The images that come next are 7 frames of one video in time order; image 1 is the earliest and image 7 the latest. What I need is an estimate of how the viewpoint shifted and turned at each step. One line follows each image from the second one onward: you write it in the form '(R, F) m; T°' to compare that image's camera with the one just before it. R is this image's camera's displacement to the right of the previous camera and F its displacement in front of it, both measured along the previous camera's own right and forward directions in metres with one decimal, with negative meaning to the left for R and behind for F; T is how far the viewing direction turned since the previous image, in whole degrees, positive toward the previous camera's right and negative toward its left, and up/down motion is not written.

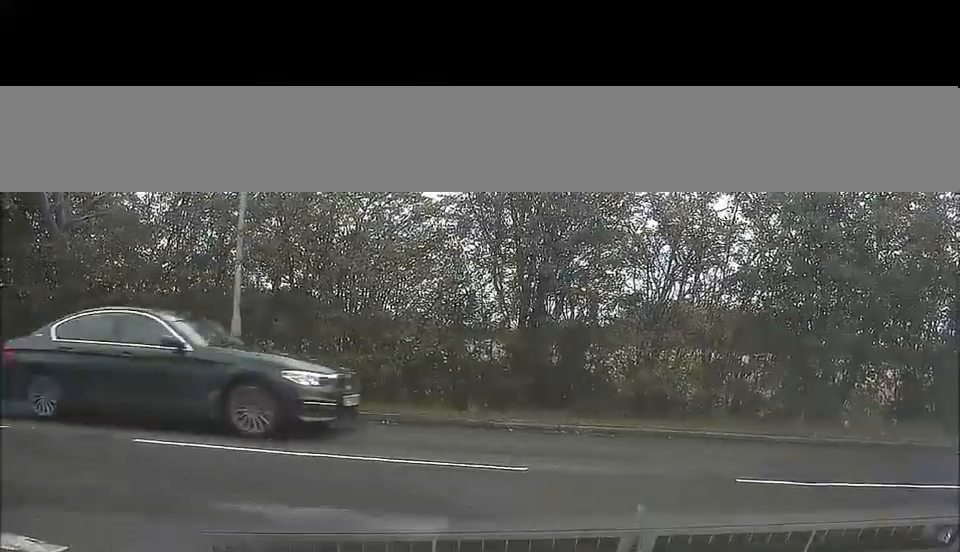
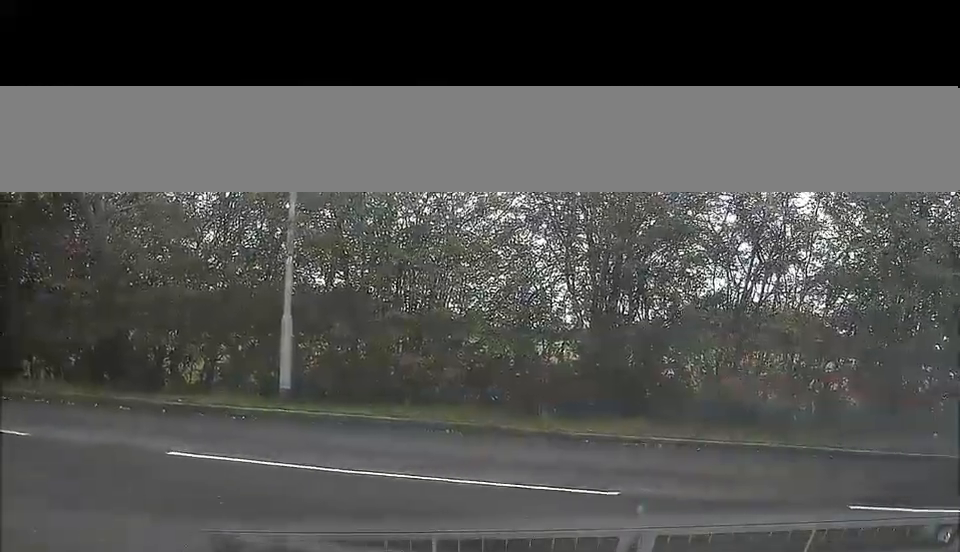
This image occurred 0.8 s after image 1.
(-0.1, +1.4) m; -7°
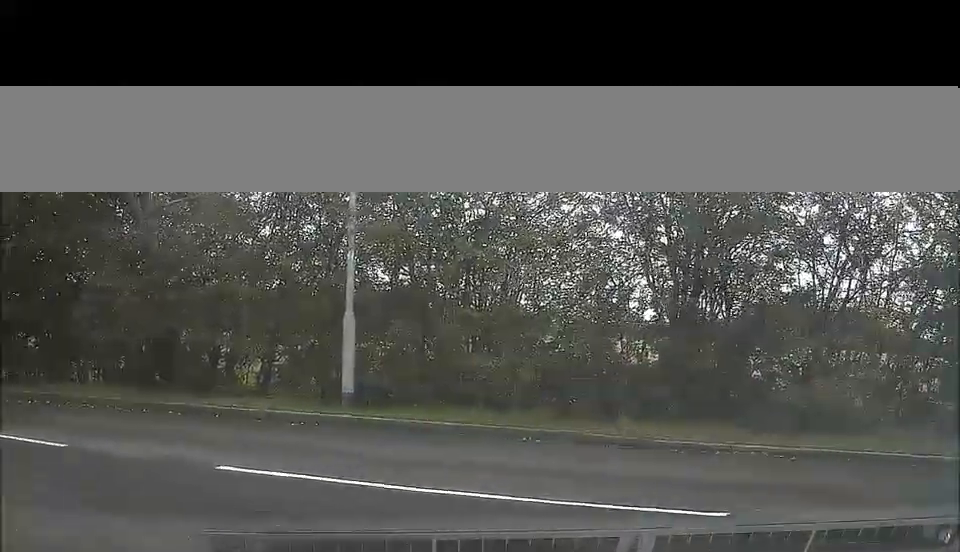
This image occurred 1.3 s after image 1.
(-0.1, +0.8) m; -5°
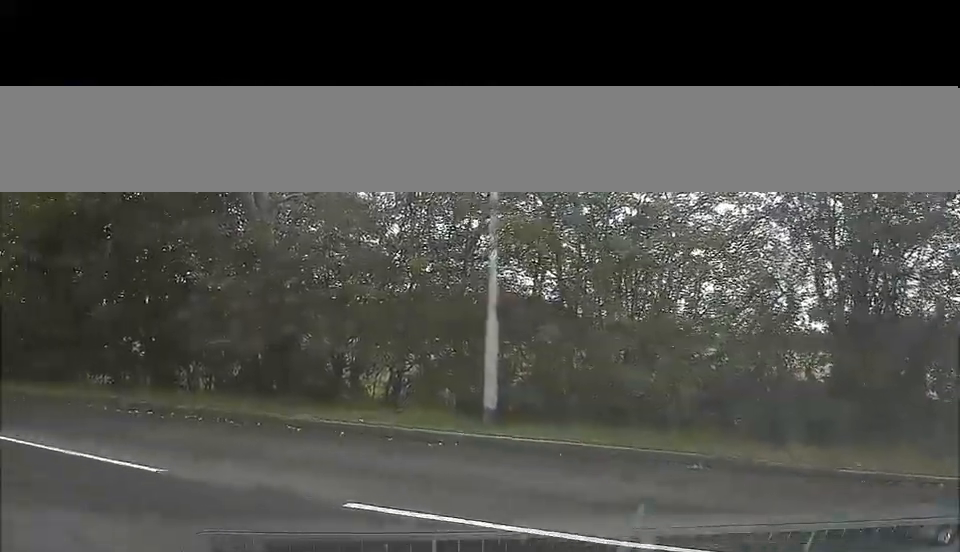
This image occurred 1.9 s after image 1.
(-0.1, +1.4) m; -10°
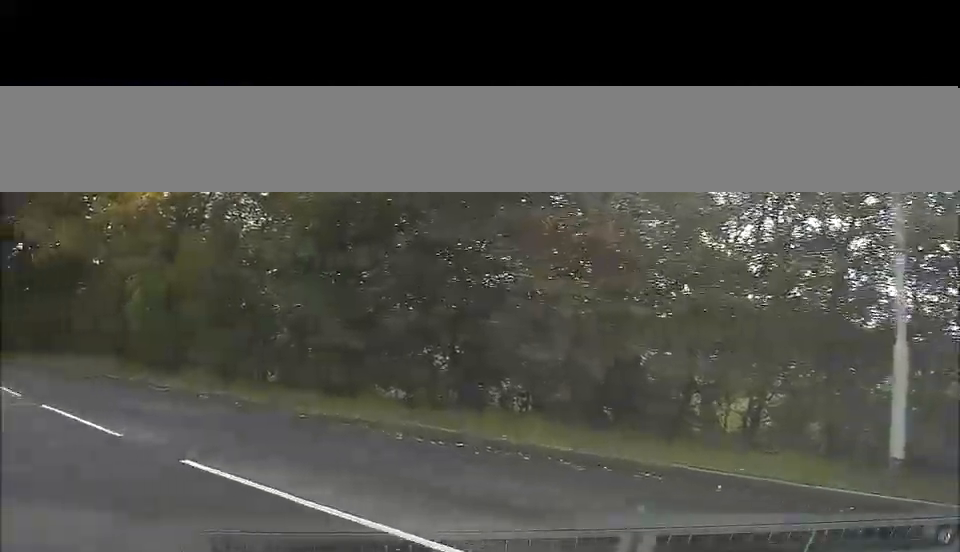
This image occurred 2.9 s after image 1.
(-0.4, +2.6) m; -17°
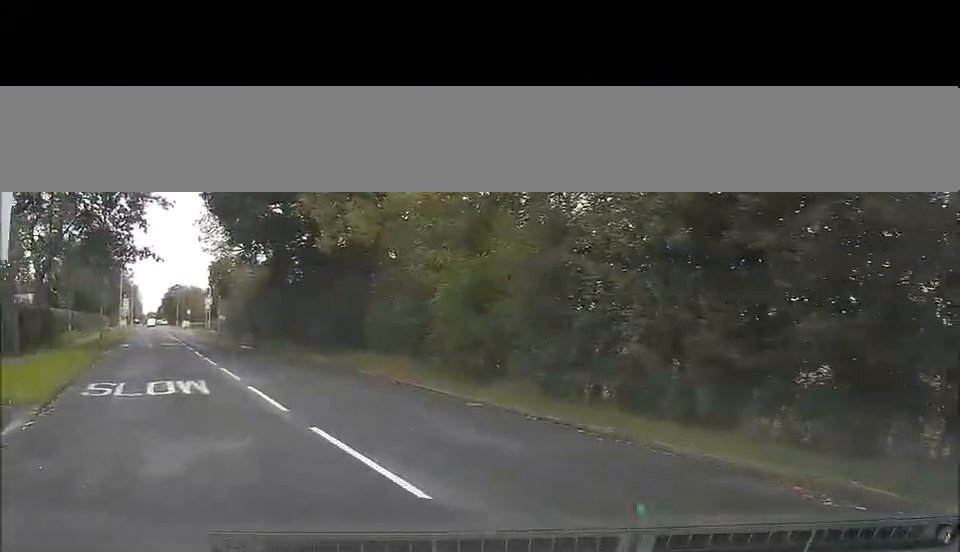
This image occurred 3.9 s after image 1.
(-0.6, +4.0) m; -12°
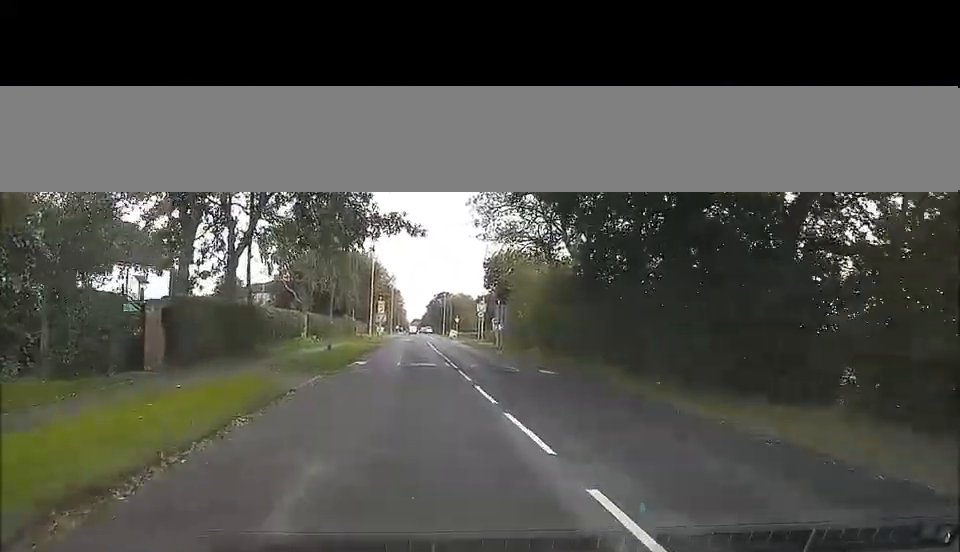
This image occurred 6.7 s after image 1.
(-1.8, +13.3) m; -14°
